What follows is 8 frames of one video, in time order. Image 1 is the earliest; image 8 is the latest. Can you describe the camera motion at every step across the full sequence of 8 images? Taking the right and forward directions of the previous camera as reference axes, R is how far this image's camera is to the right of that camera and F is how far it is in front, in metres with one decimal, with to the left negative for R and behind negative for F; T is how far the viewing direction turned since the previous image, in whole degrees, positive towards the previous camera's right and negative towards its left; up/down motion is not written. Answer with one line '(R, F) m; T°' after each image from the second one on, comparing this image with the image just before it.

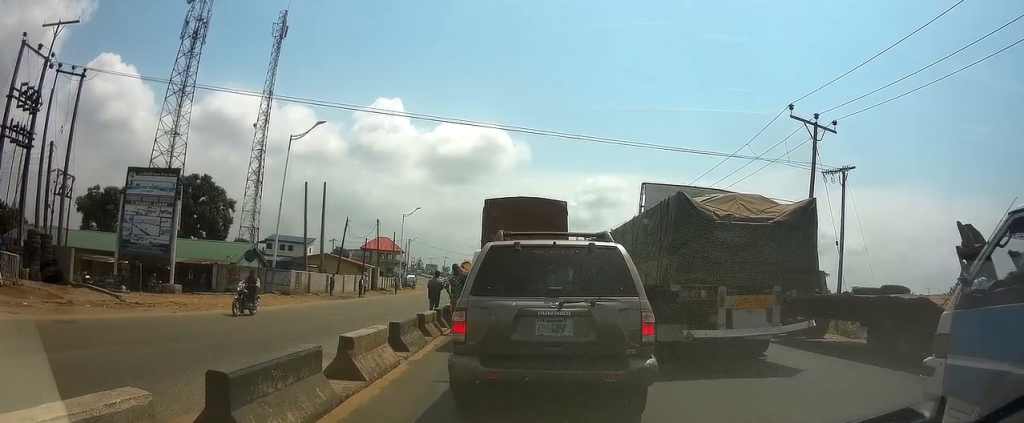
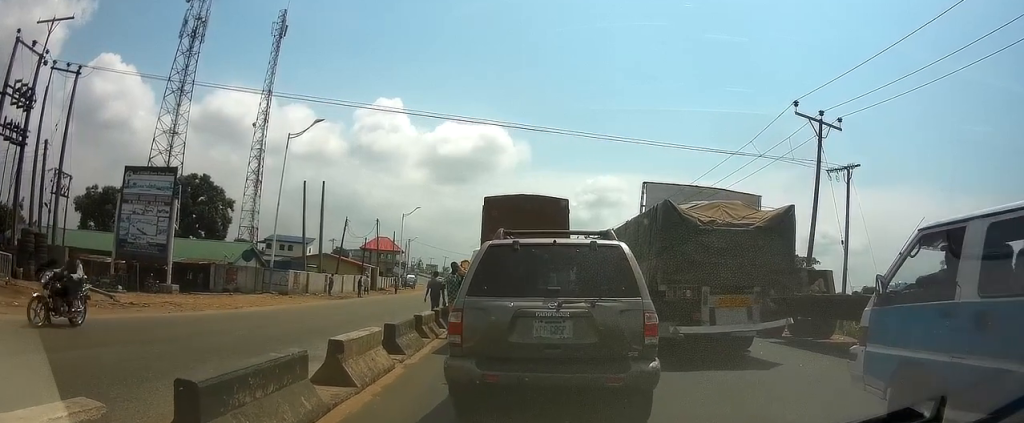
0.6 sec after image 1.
(-0.1, +0.3) m; 0°
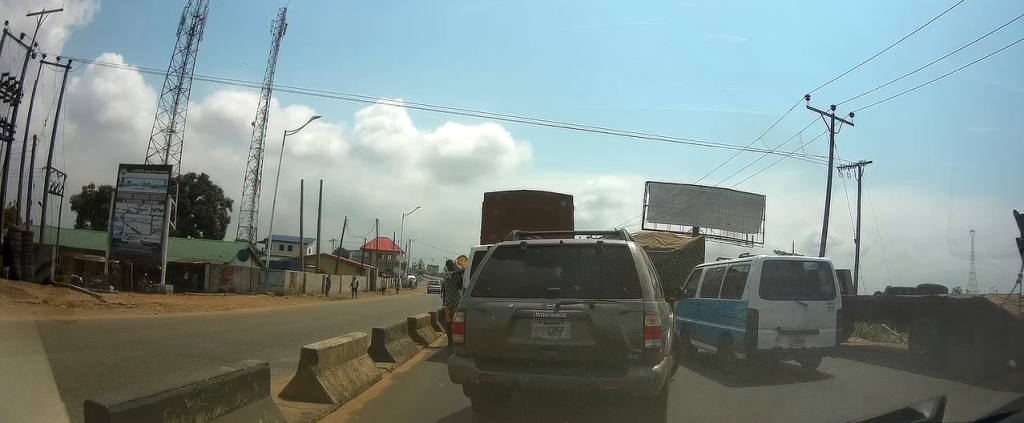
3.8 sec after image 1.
(-0.2, +0.6) m; 0°
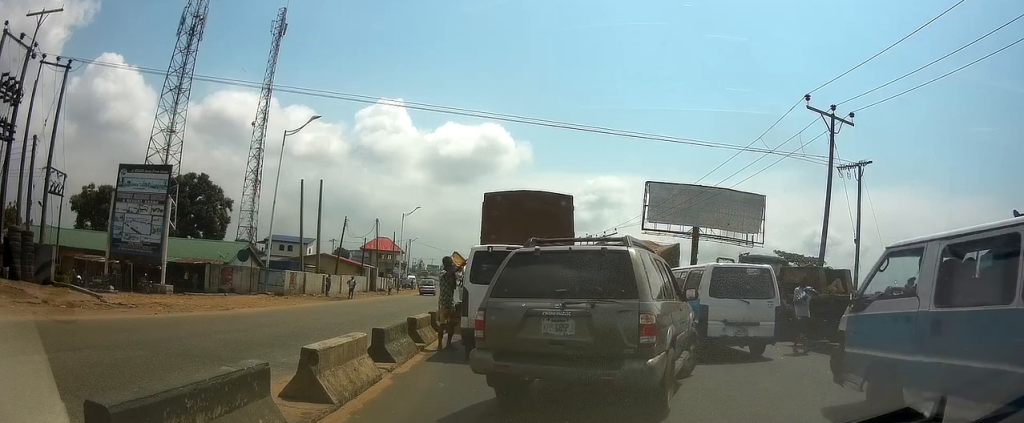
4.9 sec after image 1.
(0.0, 0.0) m; 0°
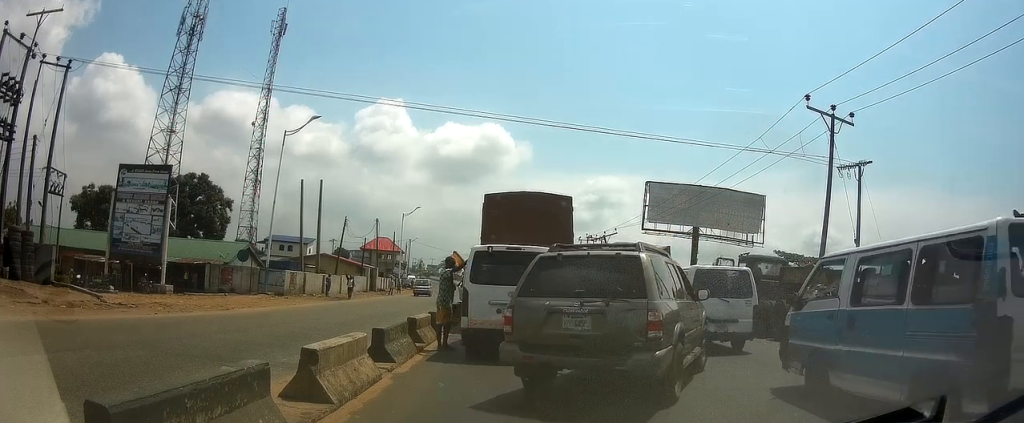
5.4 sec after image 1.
(0.0, 0.0) m; 0°
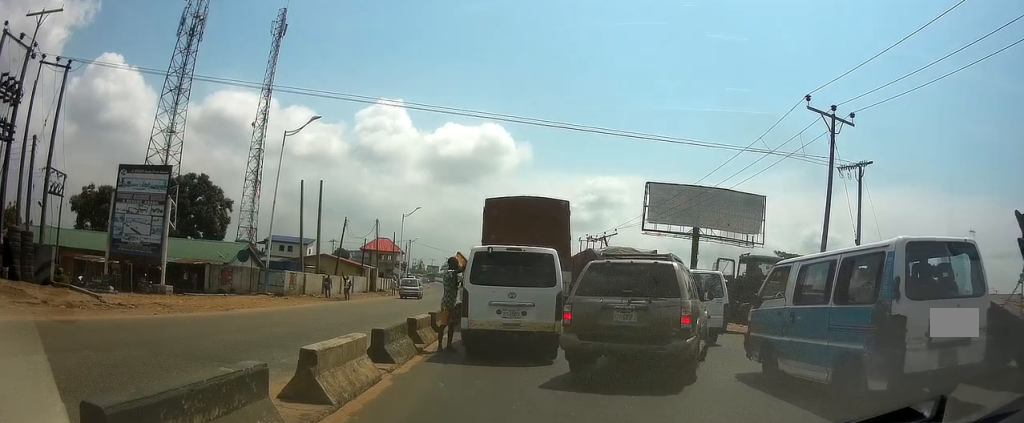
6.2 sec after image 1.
(0.0, 0.0) m; 0°
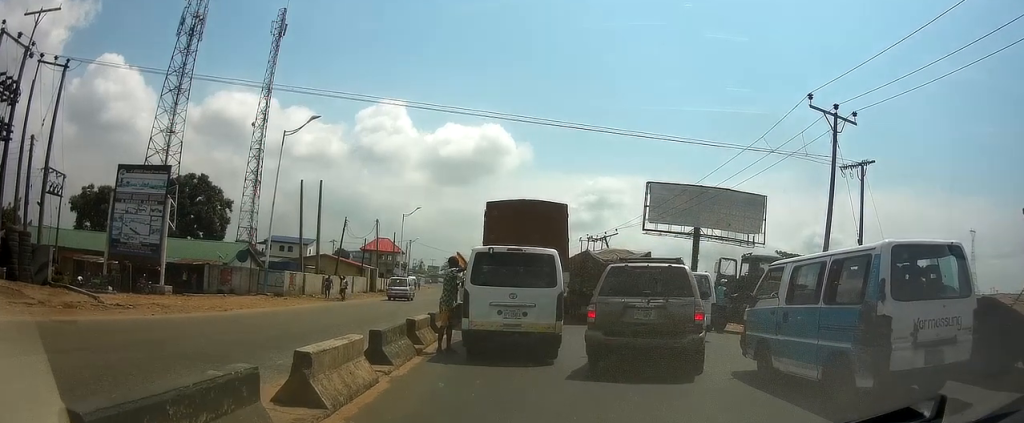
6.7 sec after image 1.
(0.0, +0.1) m; 0°
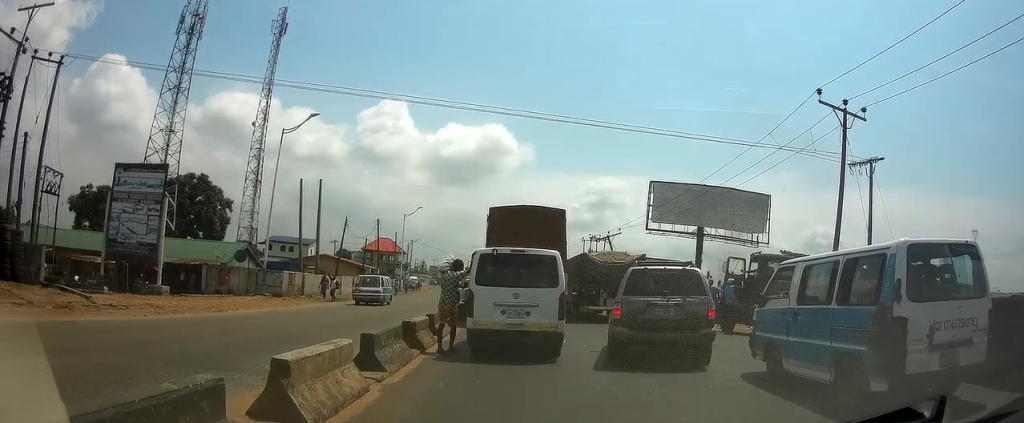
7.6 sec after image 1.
(0.0, +0.4) m; 0°
